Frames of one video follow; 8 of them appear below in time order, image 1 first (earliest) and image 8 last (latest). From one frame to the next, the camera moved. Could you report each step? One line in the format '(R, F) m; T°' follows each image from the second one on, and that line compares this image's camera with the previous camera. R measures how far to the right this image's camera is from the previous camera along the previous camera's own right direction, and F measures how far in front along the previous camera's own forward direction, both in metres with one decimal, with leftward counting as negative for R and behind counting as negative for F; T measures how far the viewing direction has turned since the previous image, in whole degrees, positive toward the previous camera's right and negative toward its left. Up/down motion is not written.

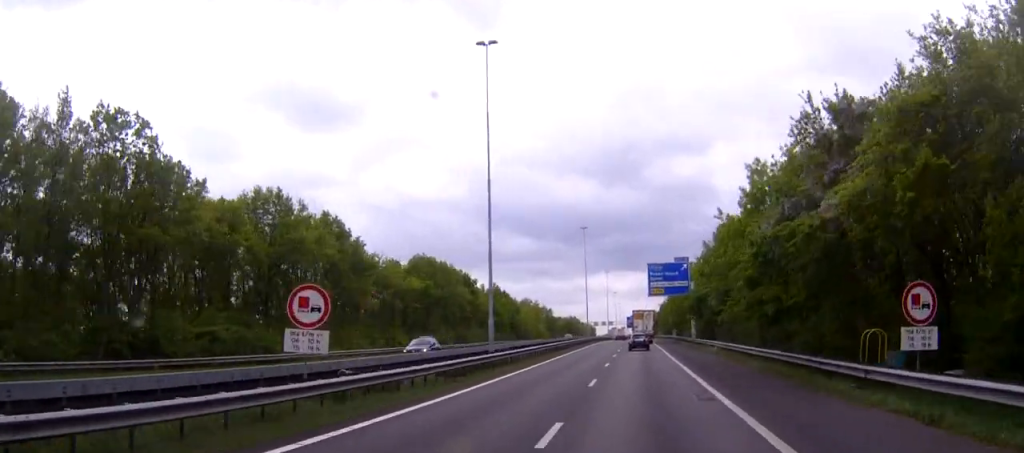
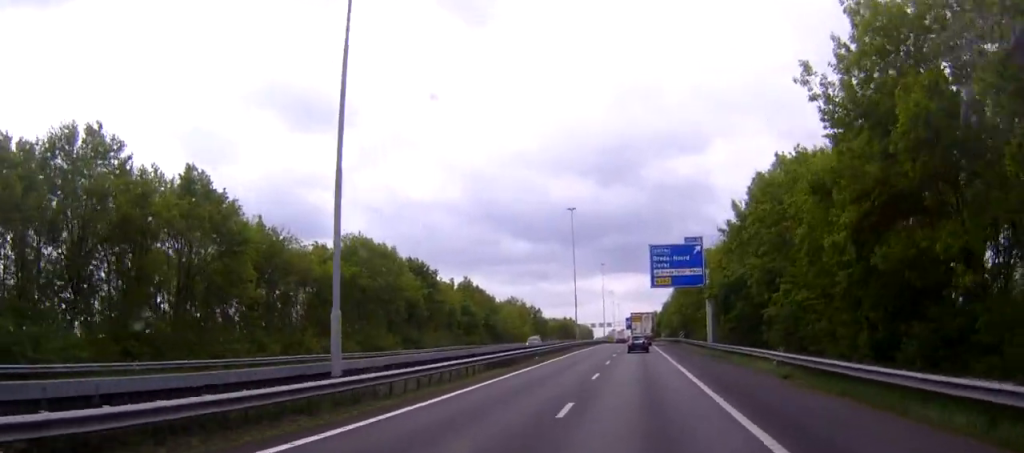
(-0.2, +20.4) m; -1°
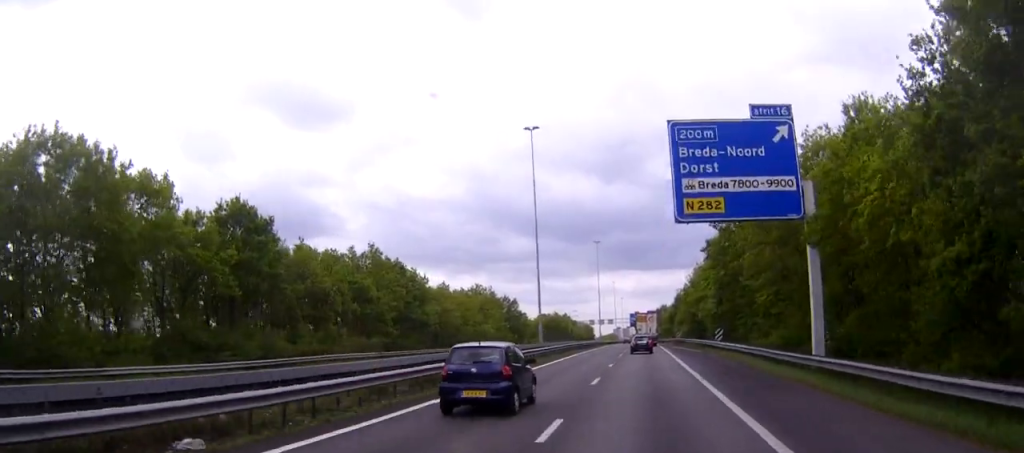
(-0.5, +40.2) m; -1°
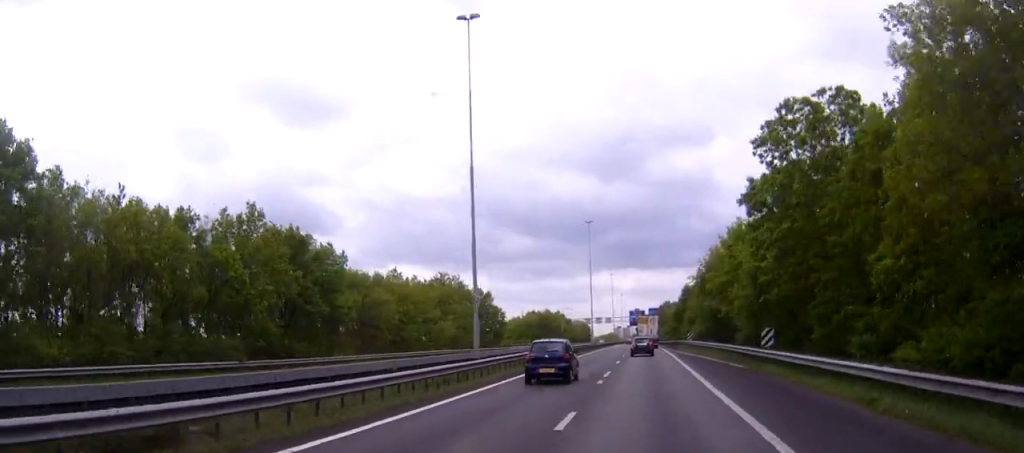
(-0.1, +22.7) m; 0°
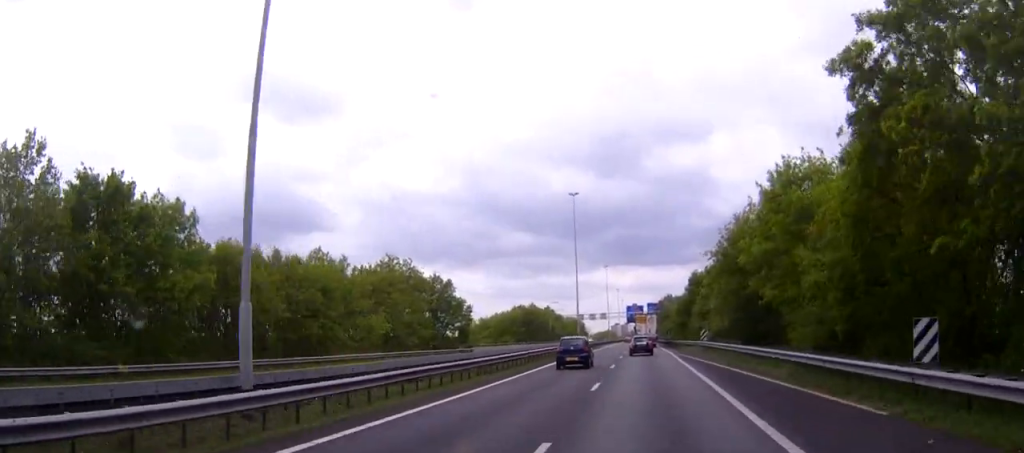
(+0.1, +21.2) m; +1°
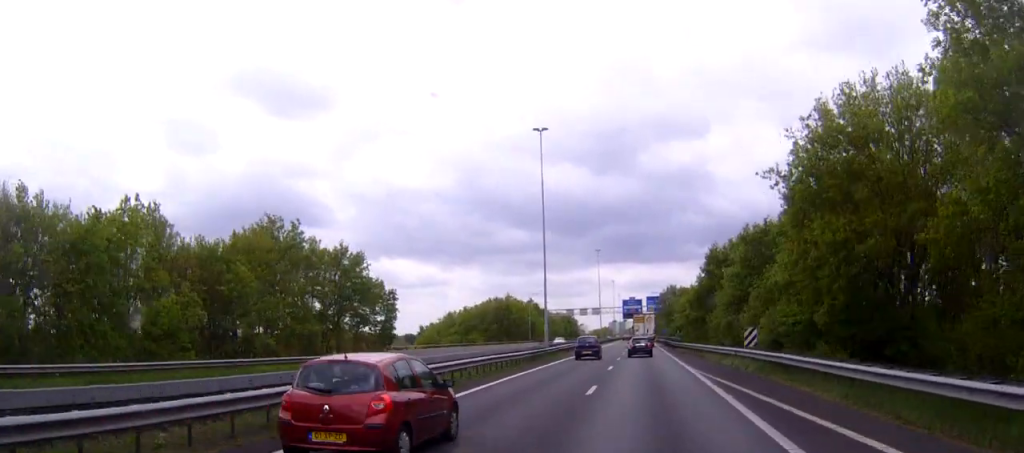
(+0.3, +28.0) m; +1°
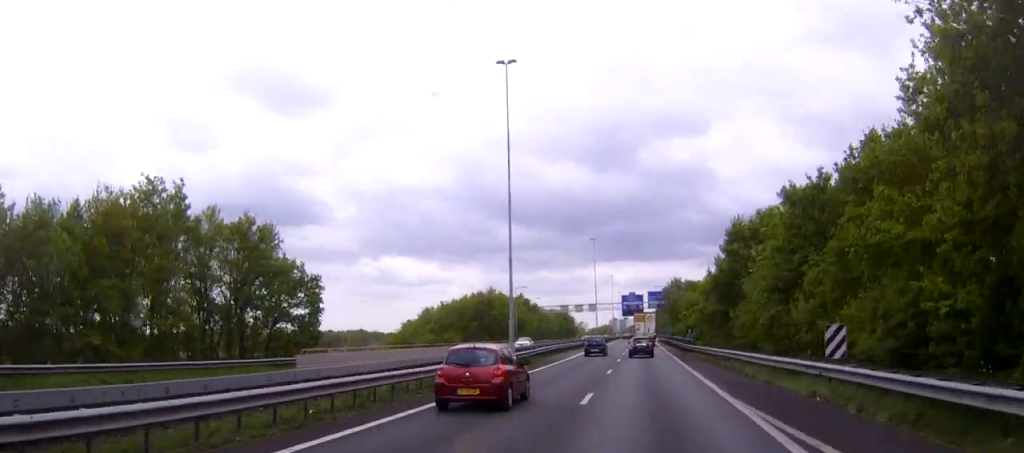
(0.0, +15.9) m; 0°
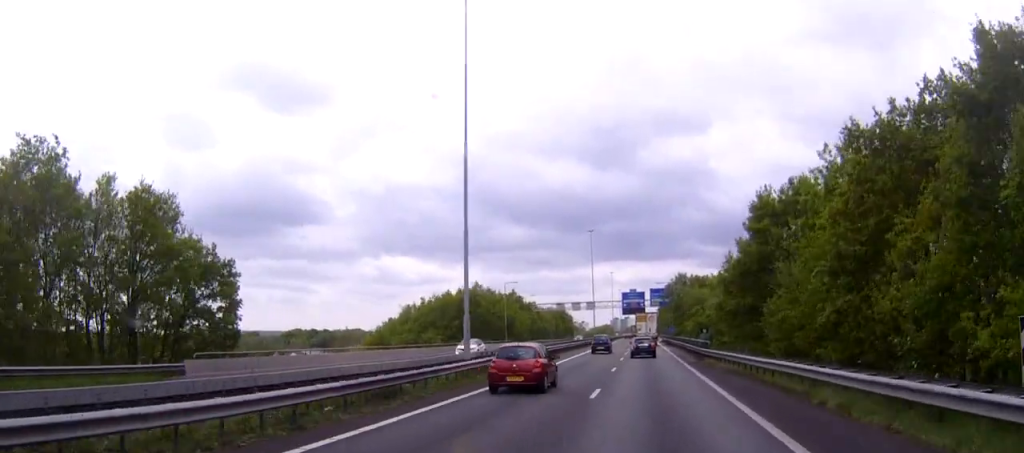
(-0.1, +11.3) m; 0°
